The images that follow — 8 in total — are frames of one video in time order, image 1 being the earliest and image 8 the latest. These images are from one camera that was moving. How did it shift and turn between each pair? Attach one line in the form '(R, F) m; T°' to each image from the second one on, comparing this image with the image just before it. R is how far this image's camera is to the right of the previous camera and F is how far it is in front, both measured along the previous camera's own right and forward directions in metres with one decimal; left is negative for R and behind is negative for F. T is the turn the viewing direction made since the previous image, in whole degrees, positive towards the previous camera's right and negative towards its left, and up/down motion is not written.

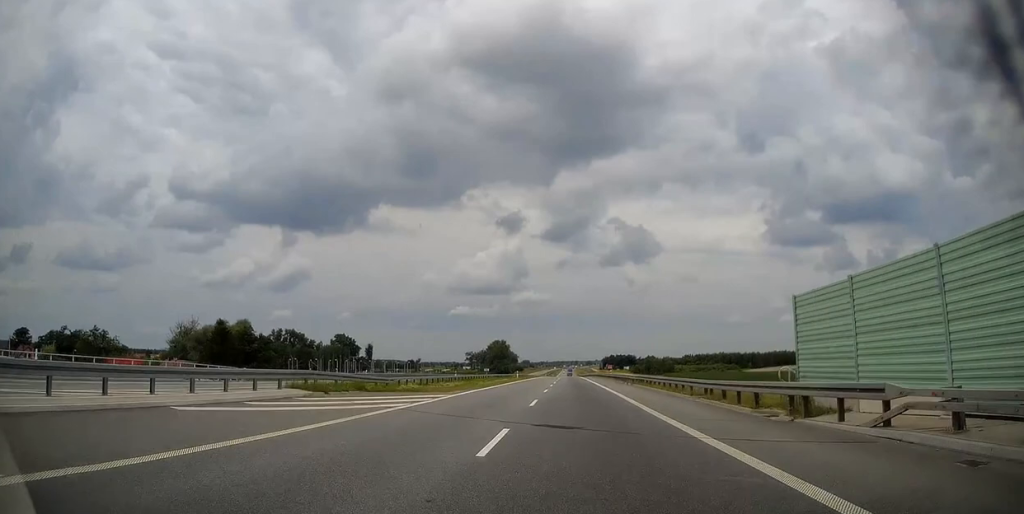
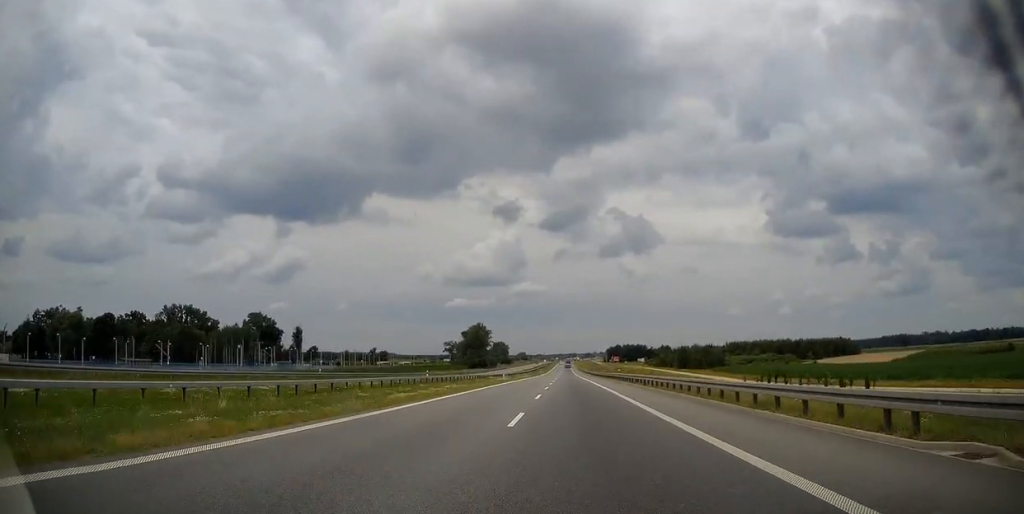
(+0.1, +115.7) m; 0°
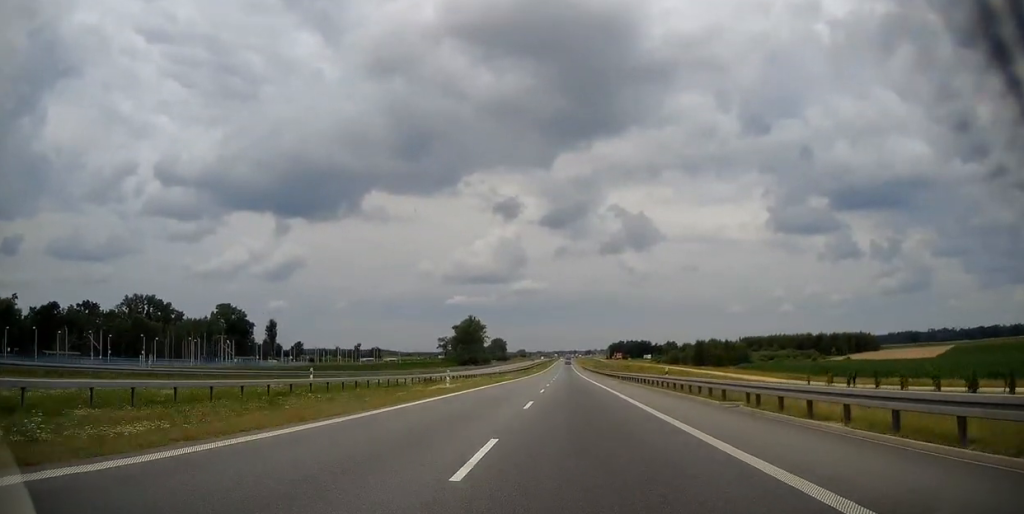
(0.0, +30.6) m; 0°
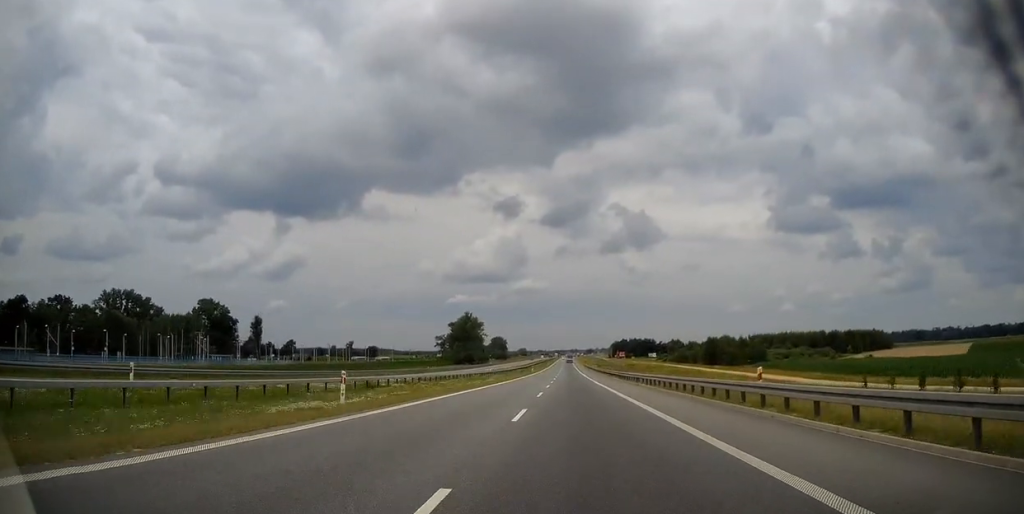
(0.0, +15.2) m; 0°
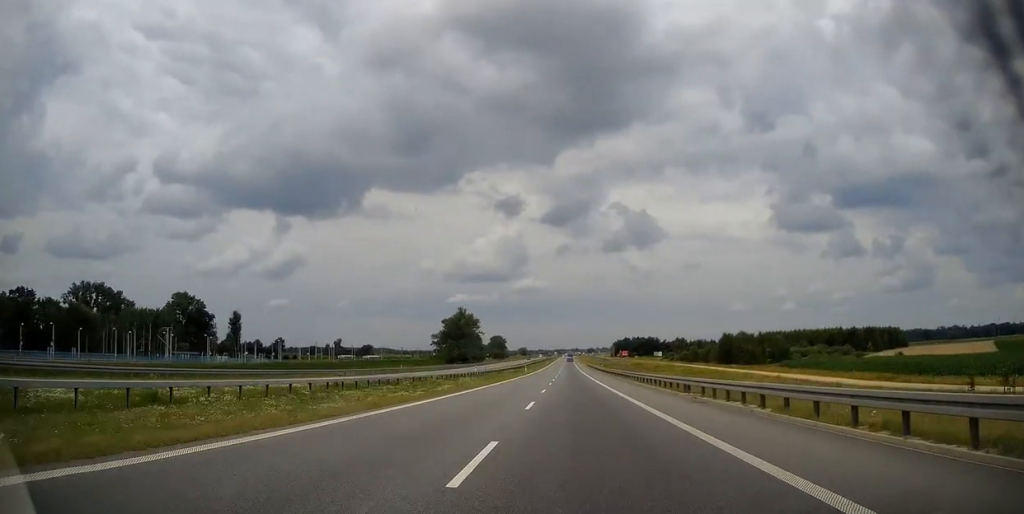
(0.0, +19.9) m; 0°
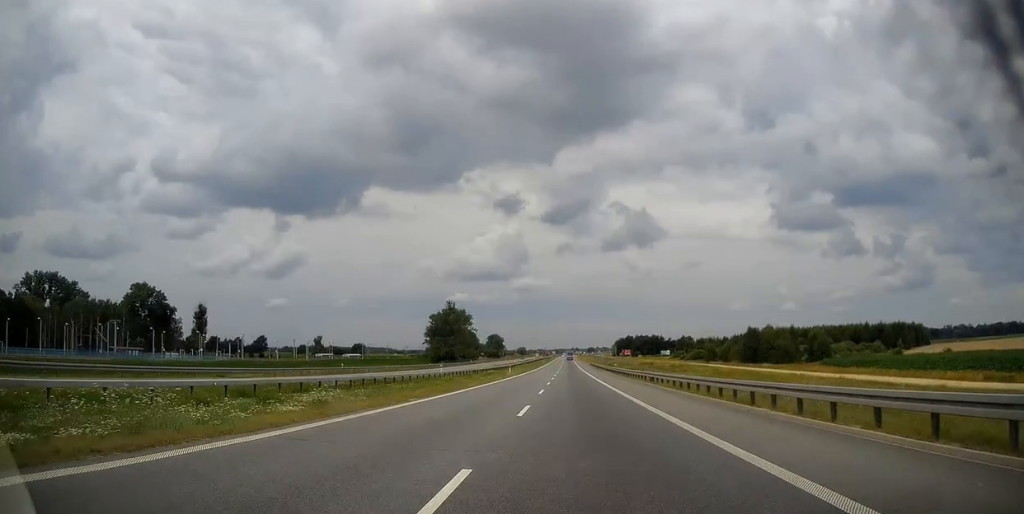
(-0.1, +26.9) m; 0°
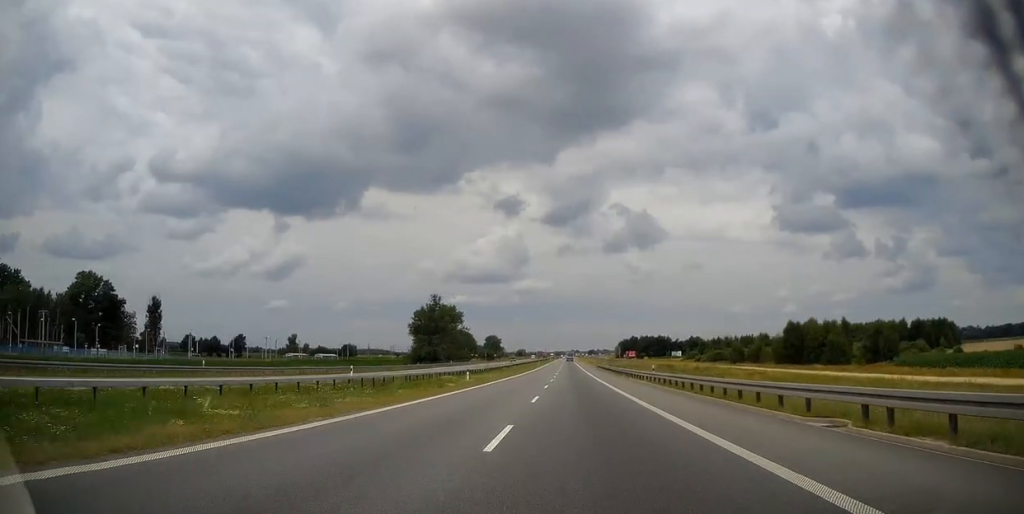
(0.0, +30.4) m; 0°
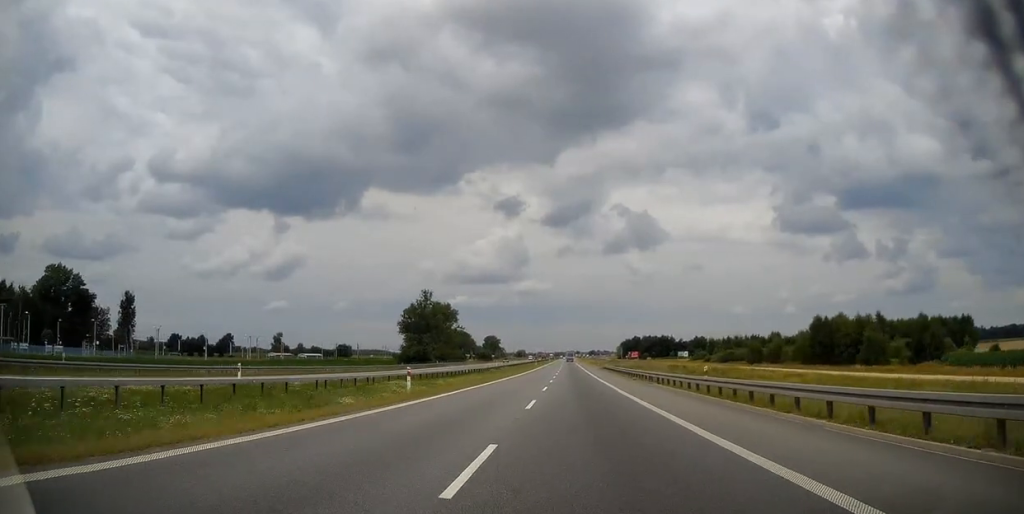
(0.0, +15.2) m; 0°
